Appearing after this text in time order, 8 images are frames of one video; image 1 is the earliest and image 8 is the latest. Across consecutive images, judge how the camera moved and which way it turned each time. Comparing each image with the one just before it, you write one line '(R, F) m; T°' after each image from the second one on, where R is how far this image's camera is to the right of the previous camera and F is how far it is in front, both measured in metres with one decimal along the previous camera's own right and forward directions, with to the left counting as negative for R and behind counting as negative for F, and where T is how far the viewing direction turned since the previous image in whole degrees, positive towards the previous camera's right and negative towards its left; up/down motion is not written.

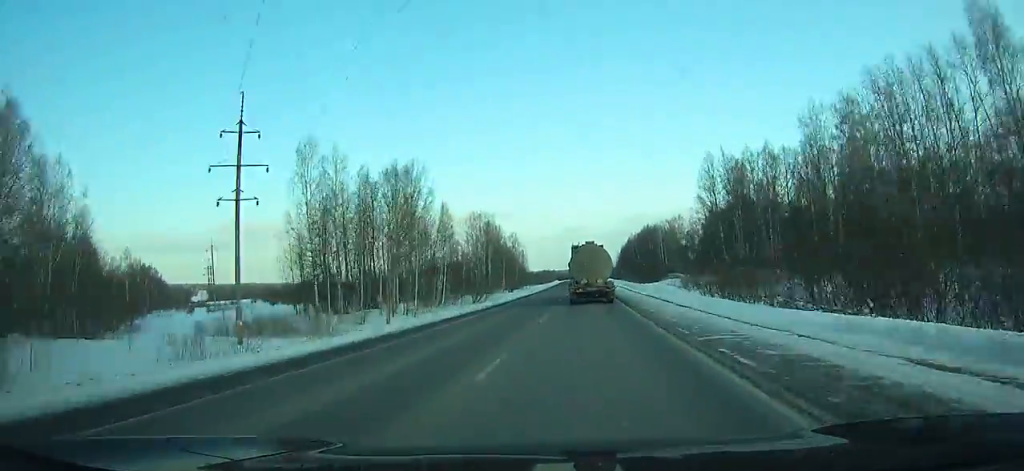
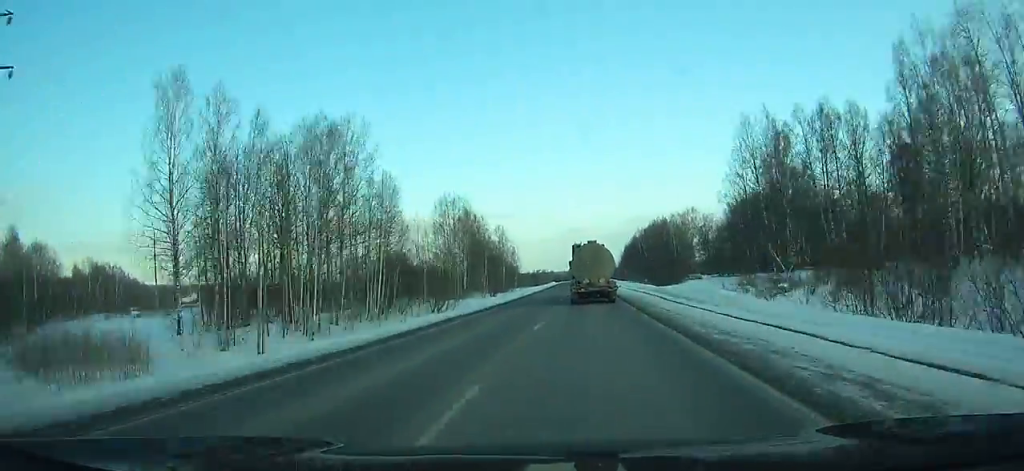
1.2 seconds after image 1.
(0.0, +27.6) m; 0°
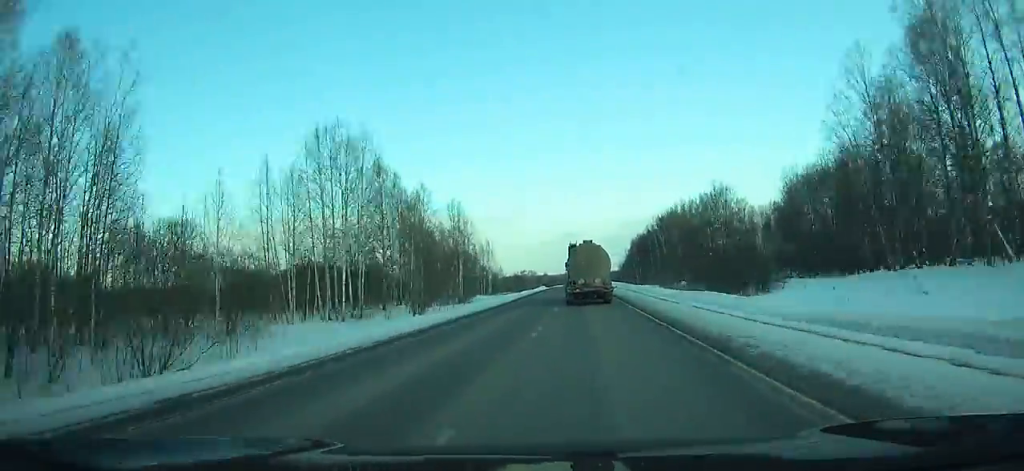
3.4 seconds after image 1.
(+0.1, +50.3) m; 0°
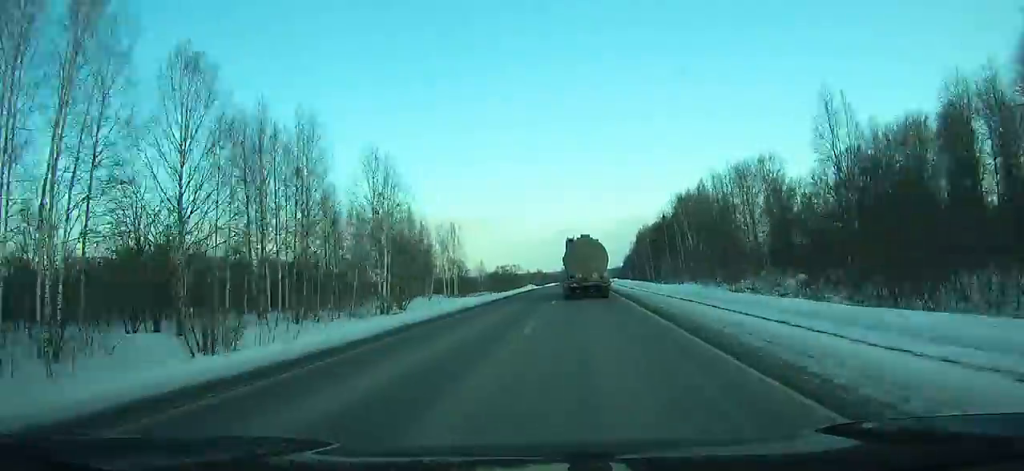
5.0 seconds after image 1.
(+0.1, +36.1) m; 0°
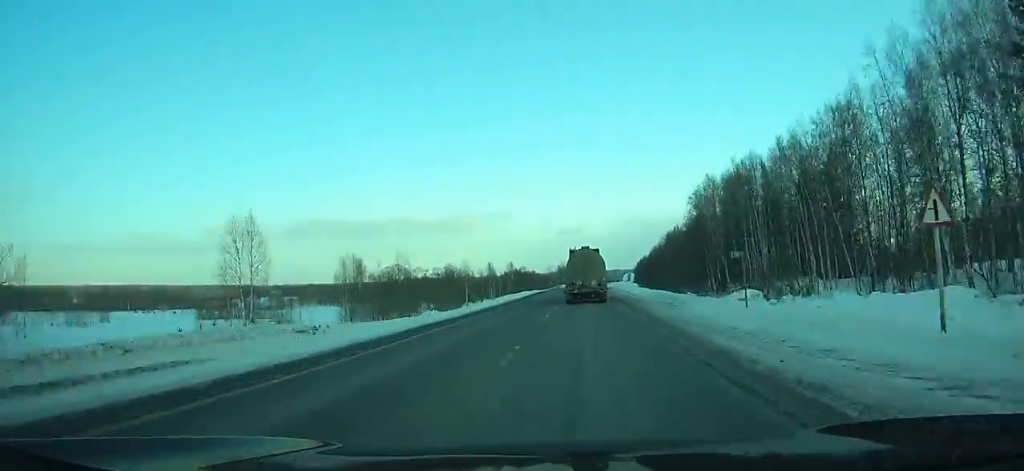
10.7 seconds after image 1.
(-0.8, +125.6) m; 0°
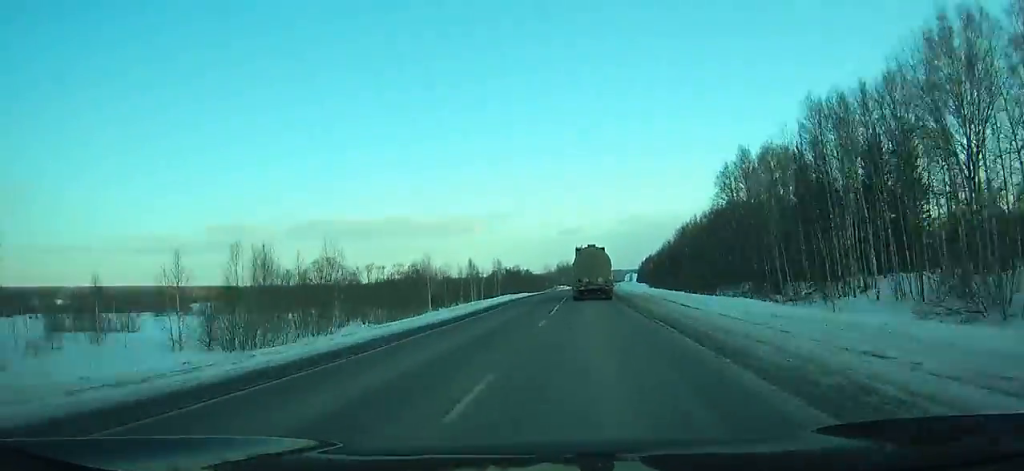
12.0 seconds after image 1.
(-0.2, +28.2) m; 0°
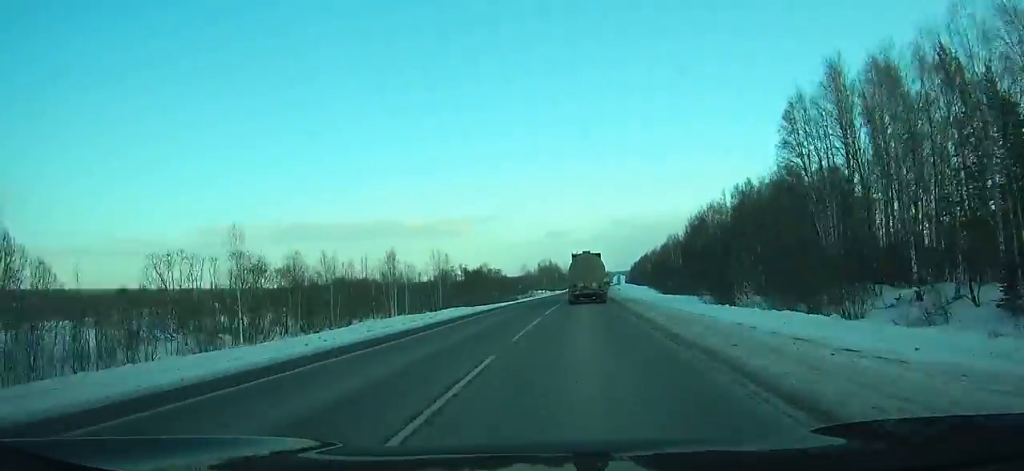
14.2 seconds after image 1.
(+0.5, +47.7) m; +1°
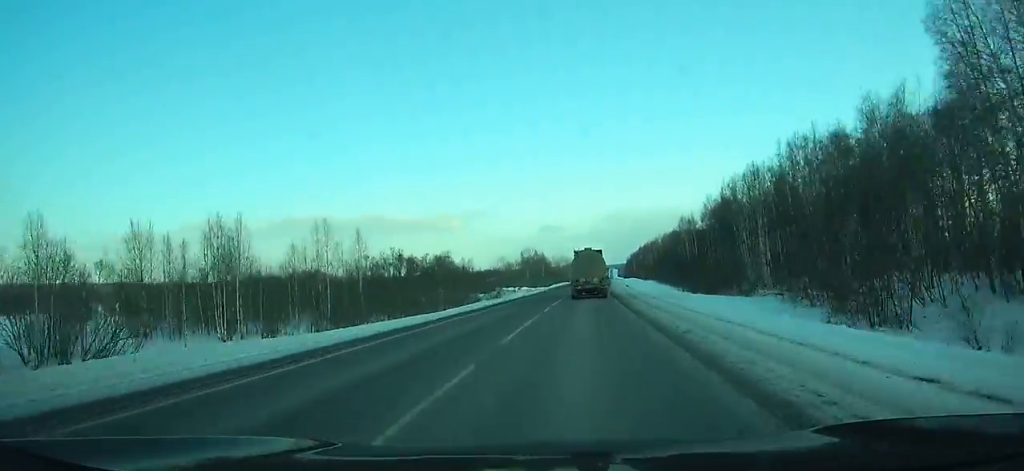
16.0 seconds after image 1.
(+0.4, +39.6) m; +1°
